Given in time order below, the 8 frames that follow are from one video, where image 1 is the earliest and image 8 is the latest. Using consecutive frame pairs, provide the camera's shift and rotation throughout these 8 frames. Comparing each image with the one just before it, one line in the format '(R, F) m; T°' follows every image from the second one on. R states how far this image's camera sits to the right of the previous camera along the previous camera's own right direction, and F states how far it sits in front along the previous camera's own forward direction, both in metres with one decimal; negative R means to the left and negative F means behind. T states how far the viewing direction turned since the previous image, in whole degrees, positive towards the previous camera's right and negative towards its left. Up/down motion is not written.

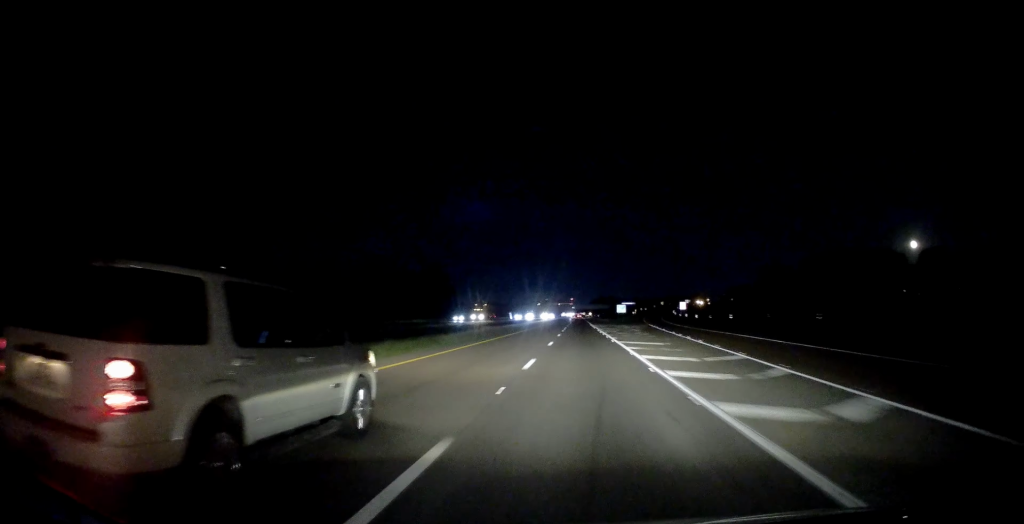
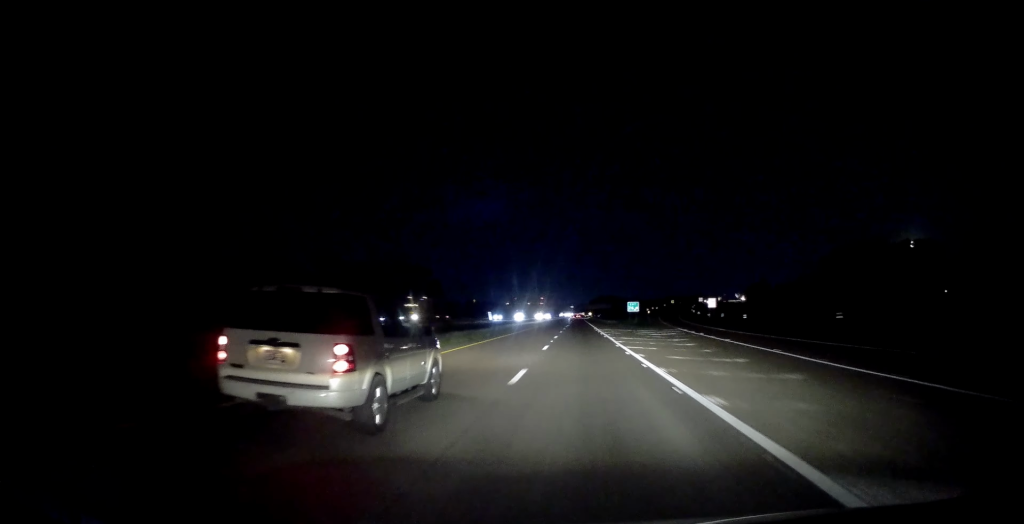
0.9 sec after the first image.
(0.0, +28.9) m; 0°
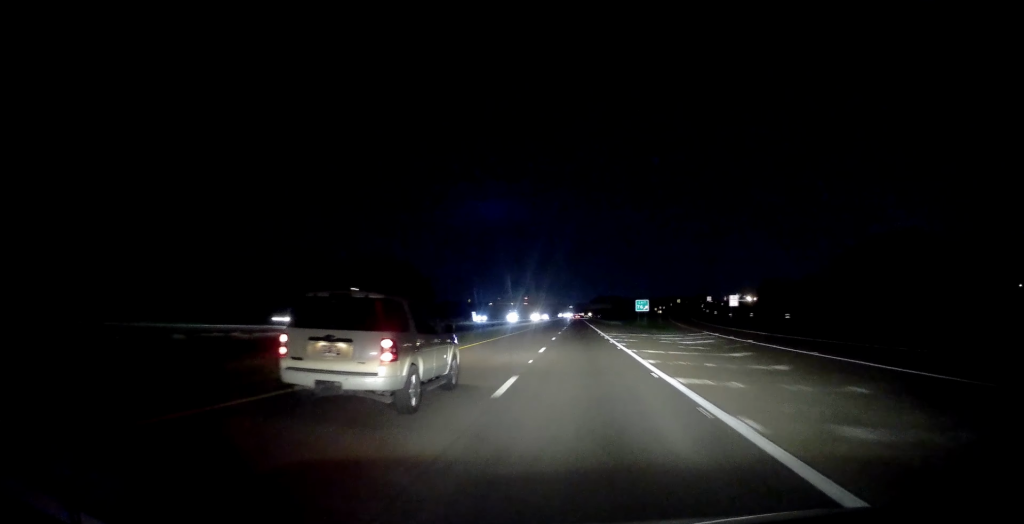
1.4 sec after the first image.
(-0.2, +14.5) m; 0°
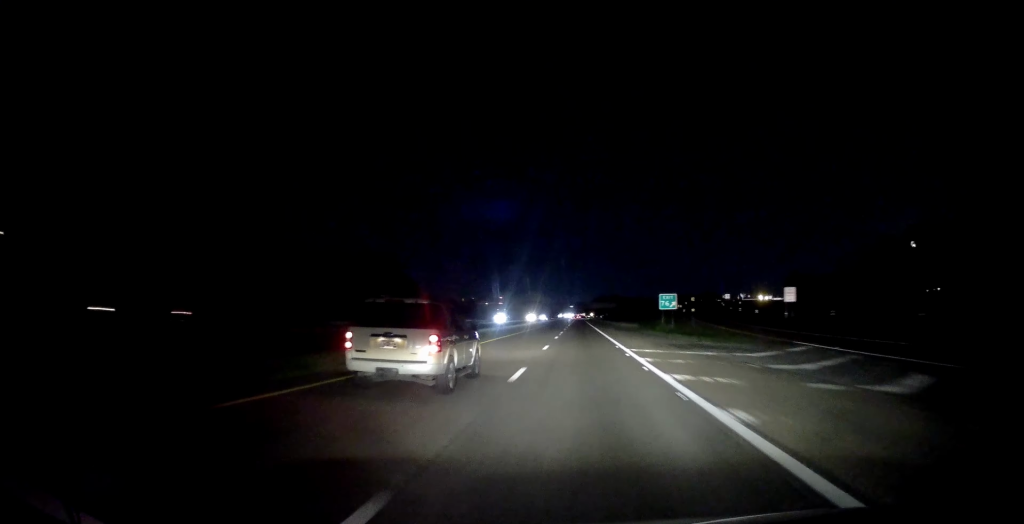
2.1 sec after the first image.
(+0.3, +22.9) m; 0°
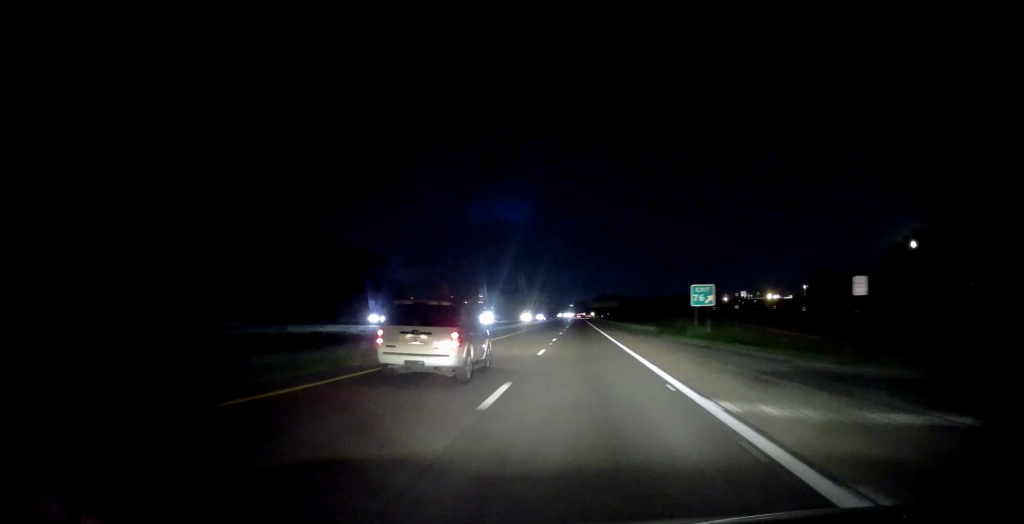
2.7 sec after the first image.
(+0.2, +16.7) m; 0°
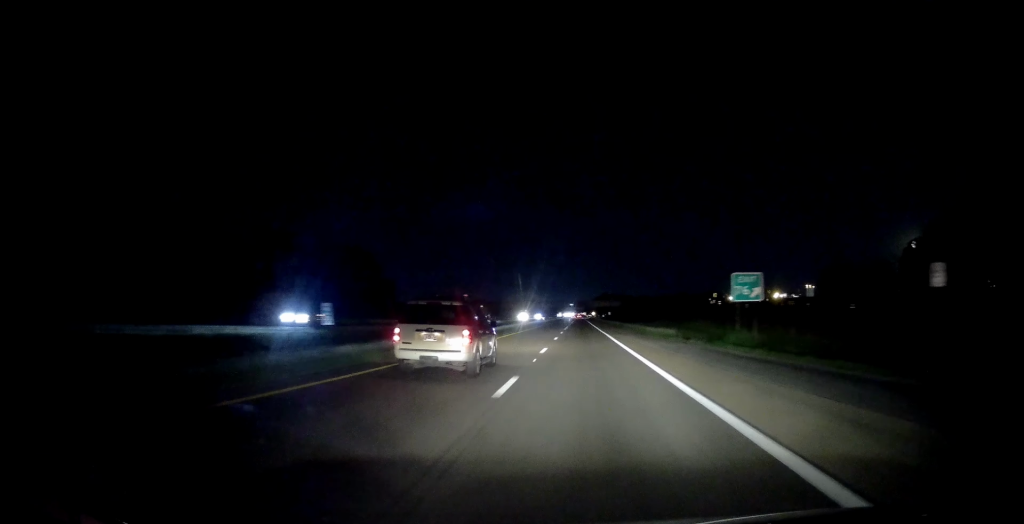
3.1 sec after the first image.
(-0.1, +12.6) m; 0°
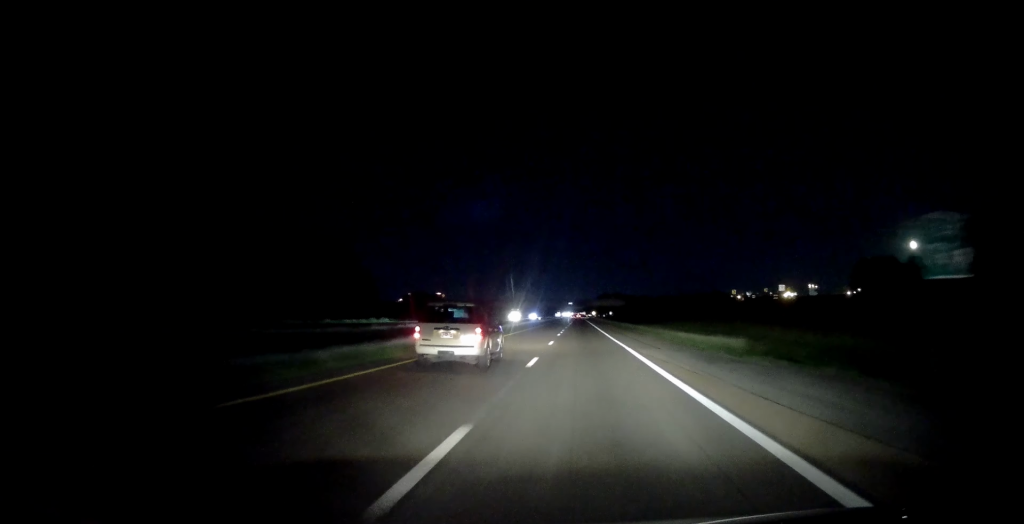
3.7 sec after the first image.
(-0.1, +19.0) m; 0°
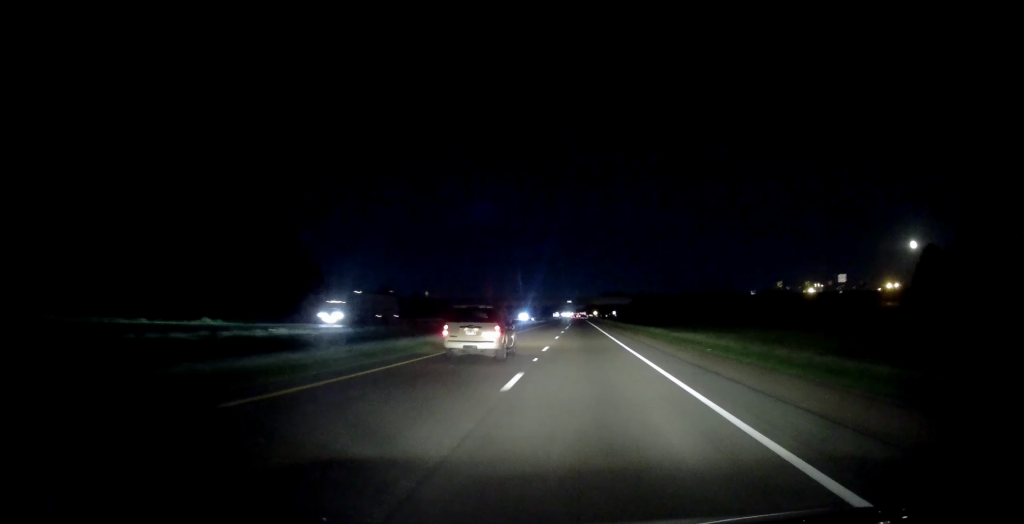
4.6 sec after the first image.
(-0.1, +30.9) m; +1°
